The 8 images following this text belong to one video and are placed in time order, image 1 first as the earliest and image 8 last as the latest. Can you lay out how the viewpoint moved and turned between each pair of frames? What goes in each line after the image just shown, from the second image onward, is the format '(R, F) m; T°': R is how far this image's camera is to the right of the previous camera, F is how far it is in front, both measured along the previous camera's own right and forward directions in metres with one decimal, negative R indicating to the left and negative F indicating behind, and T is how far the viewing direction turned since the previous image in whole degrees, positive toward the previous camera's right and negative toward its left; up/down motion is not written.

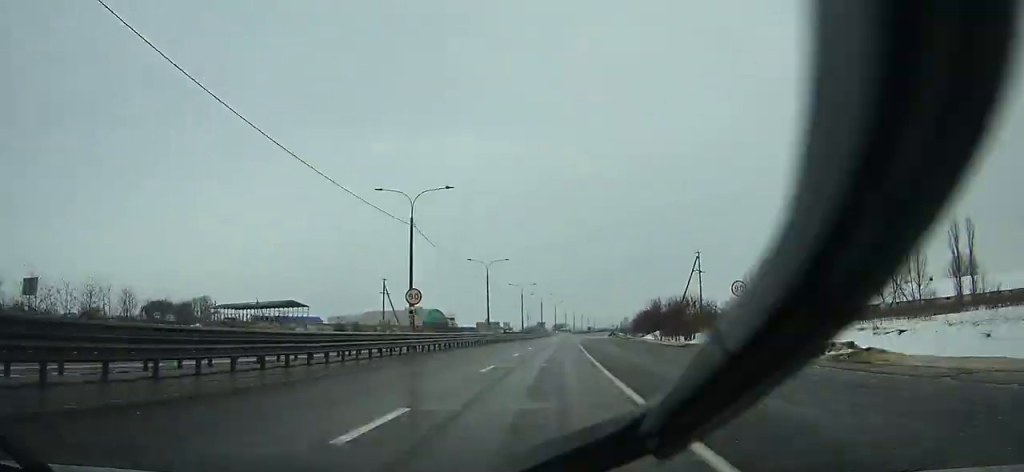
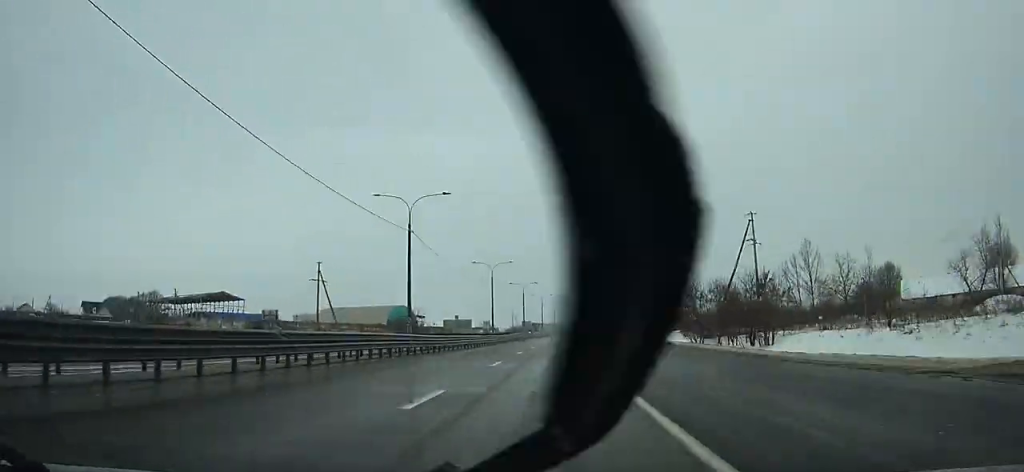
(+0.4, +33.4) m; +1°
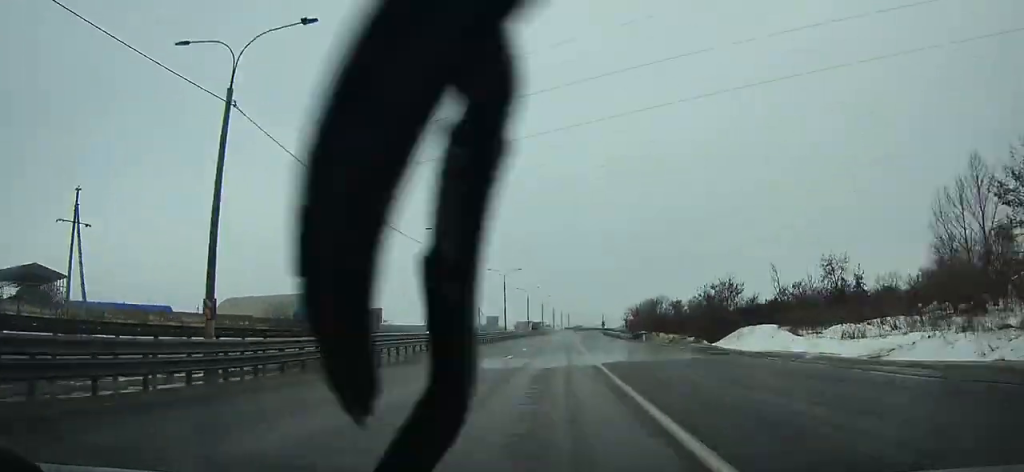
(+0.9, +55.3) m; +2°
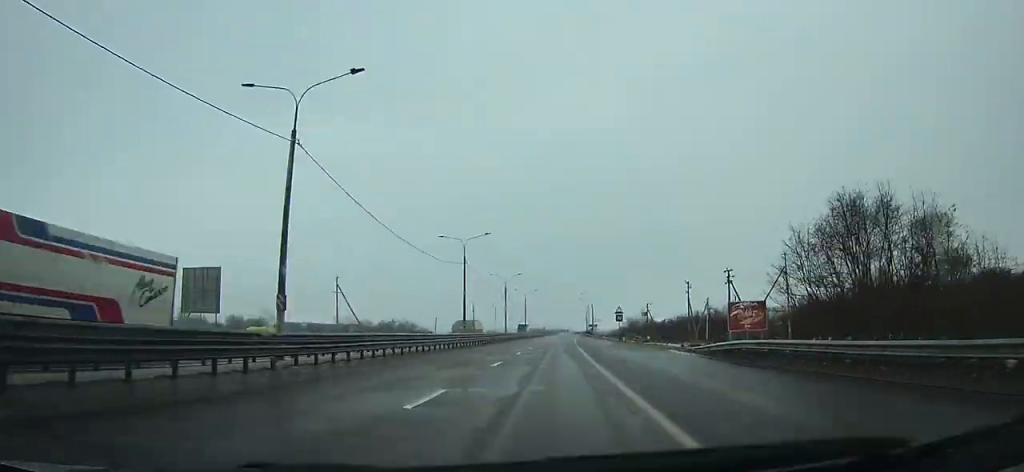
(+4.2, +134.6) m; +3°
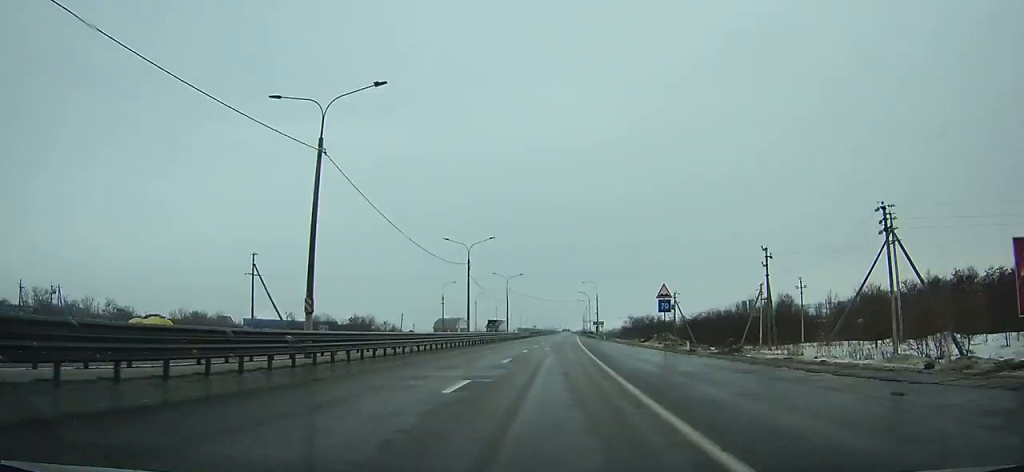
(+0.2, +31.7) m; +1°
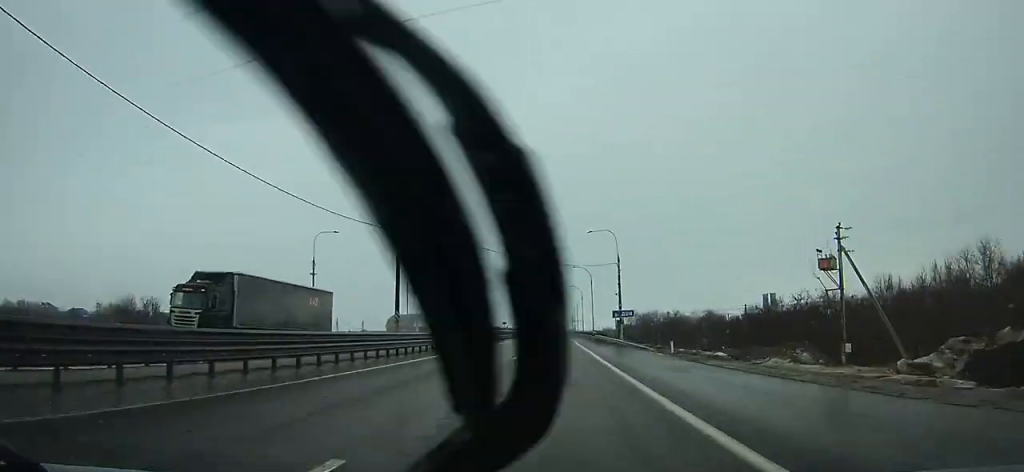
(+0.5, +56.0) m; +1°
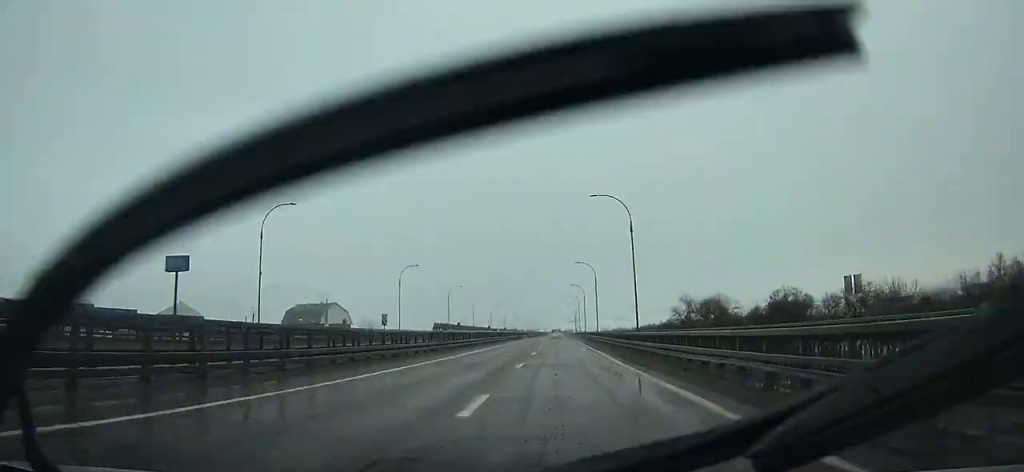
(+0.3, +84.7) m; 0°
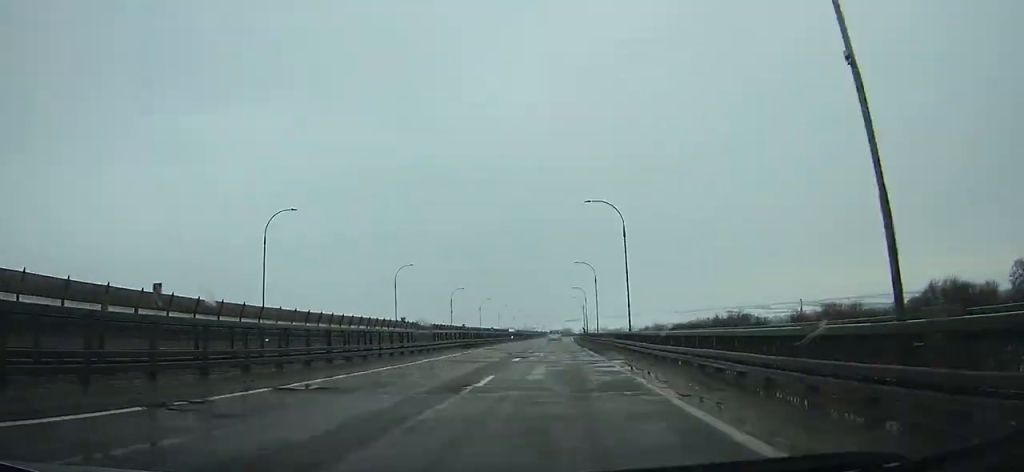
(+0.4, +115.1) m; 0°
